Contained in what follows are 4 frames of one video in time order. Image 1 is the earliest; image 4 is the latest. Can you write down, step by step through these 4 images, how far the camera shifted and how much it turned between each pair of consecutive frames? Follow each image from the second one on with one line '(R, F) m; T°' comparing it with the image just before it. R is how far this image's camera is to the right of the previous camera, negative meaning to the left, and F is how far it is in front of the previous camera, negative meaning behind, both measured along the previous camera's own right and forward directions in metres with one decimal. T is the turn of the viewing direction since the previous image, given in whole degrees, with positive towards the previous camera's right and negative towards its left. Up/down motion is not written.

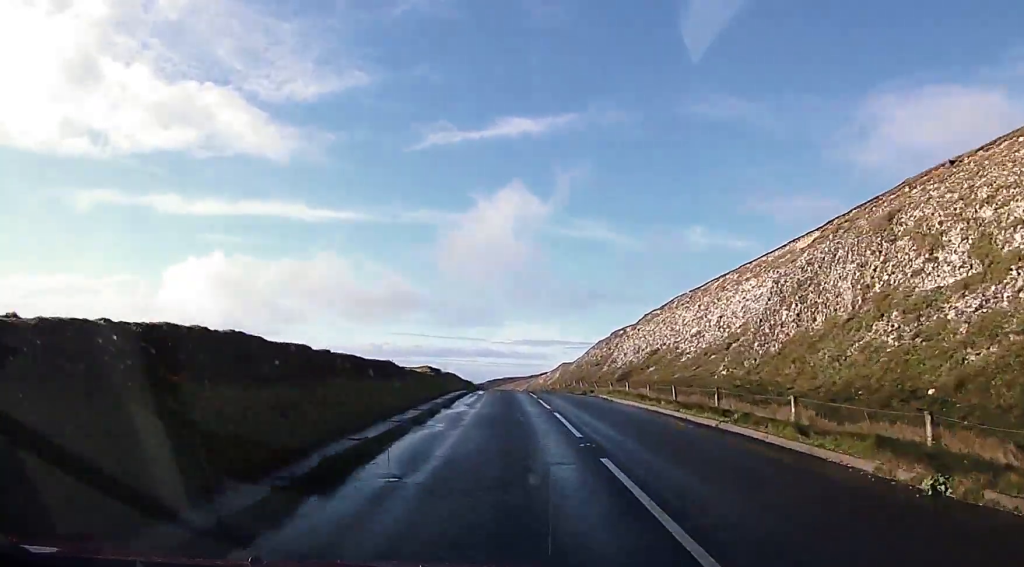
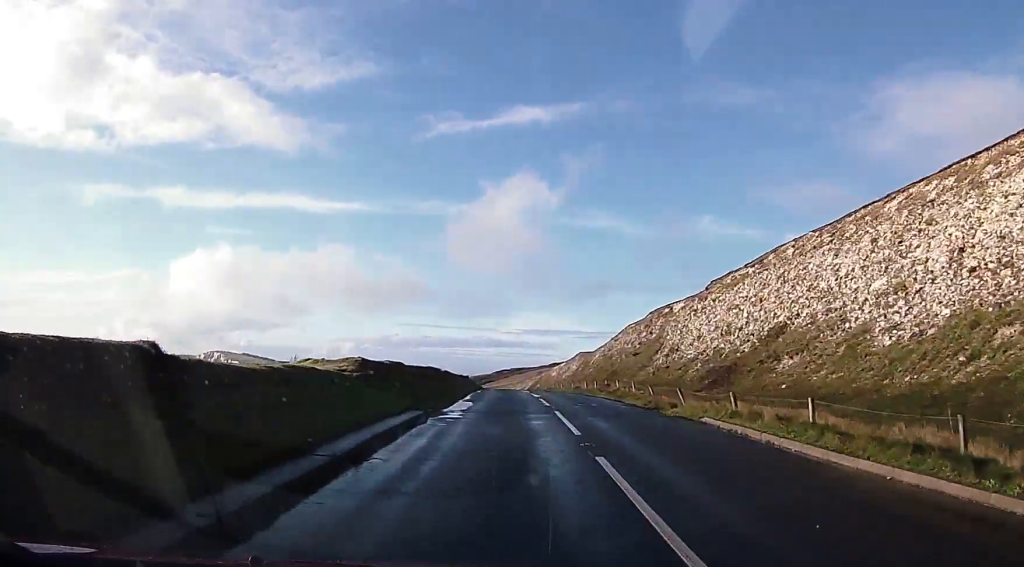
(-0.5, +18.3) m; -4°
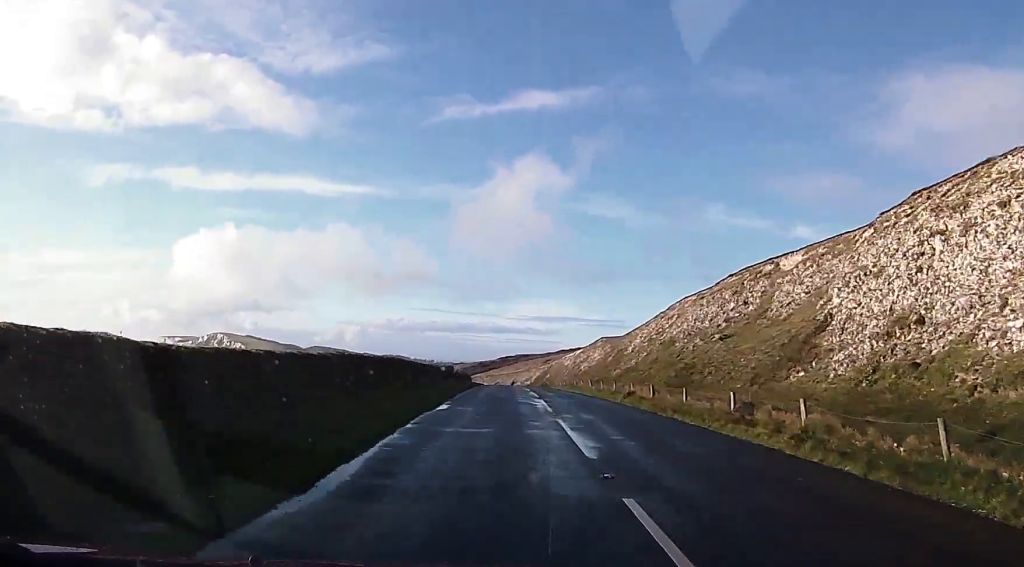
(-0.2, +20.8) m; +1°
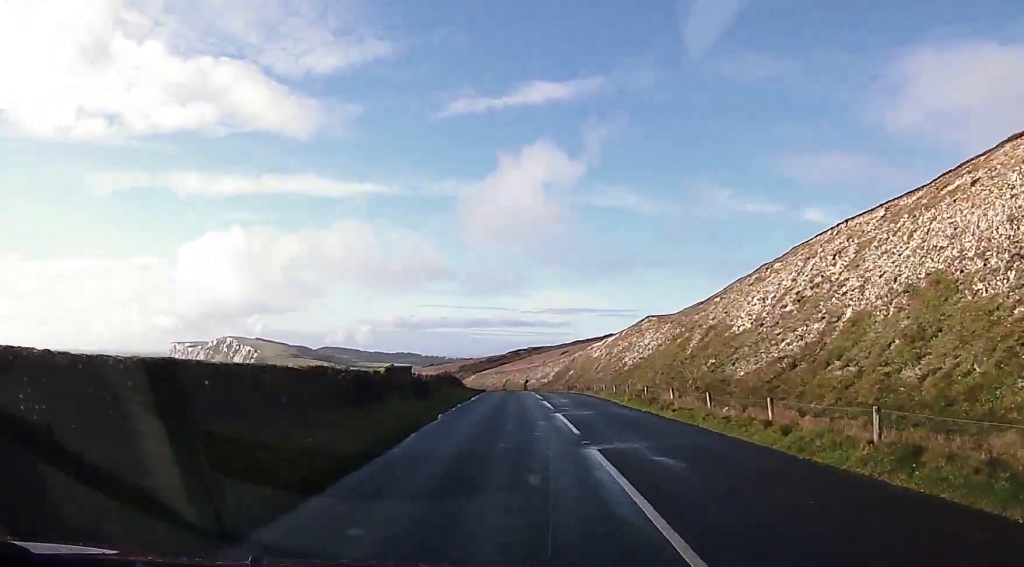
(+0.5, +23.4) m; +1°
